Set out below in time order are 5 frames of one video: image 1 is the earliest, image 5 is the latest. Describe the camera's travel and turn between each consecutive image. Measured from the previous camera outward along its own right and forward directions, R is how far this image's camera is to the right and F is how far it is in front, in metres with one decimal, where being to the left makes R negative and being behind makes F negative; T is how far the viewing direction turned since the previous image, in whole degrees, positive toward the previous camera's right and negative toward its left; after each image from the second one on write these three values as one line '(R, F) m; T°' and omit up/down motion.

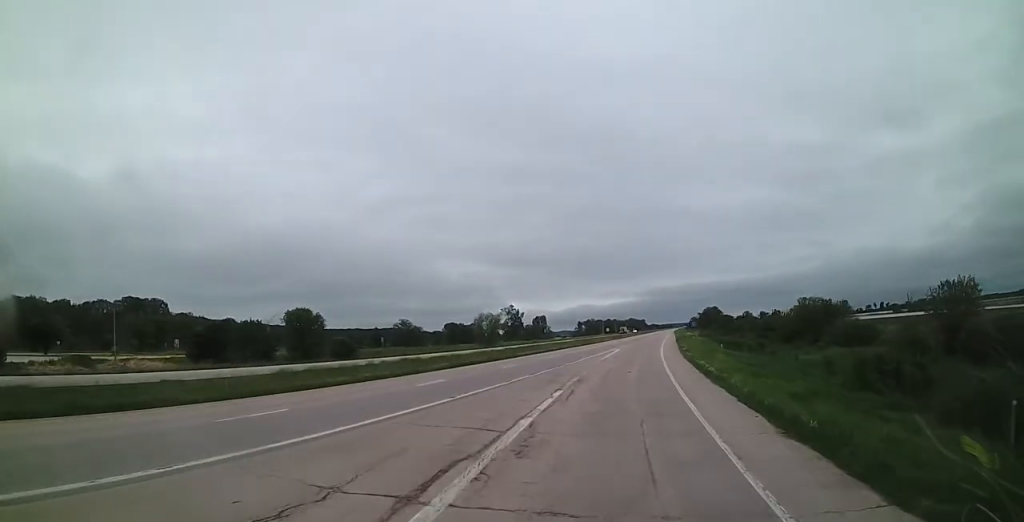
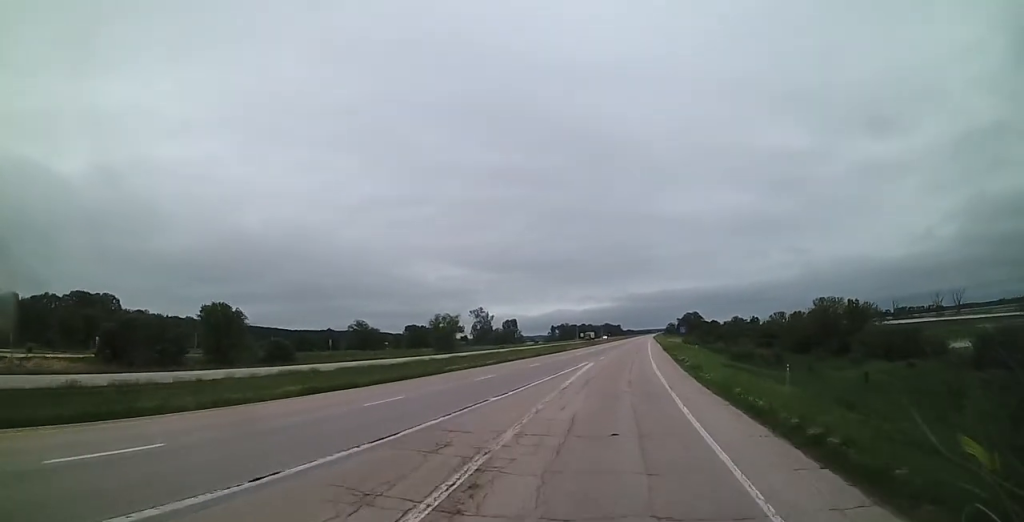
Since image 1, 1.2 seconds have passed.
(+0.4, +18.5) m; +2°
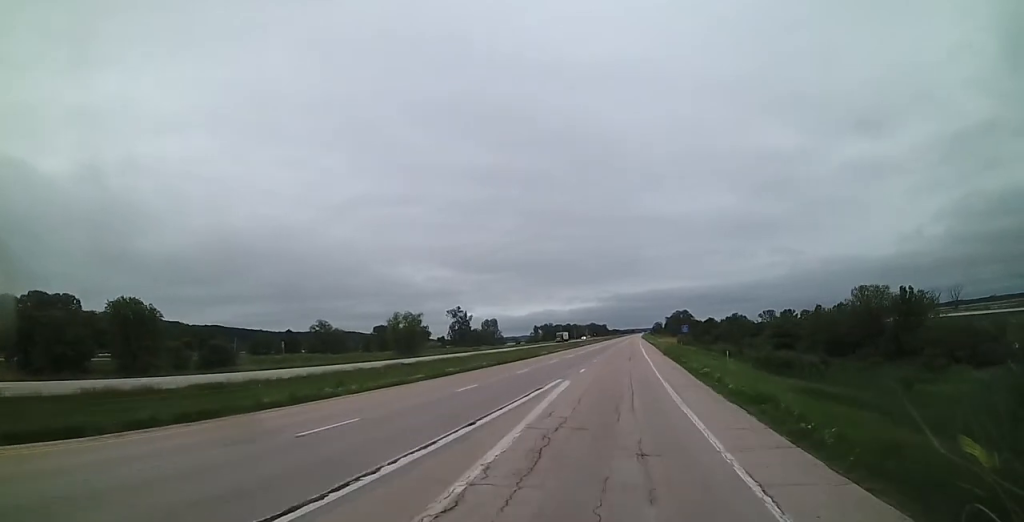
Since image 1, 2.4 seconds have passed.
(+0.2, +17.7) m; +2°
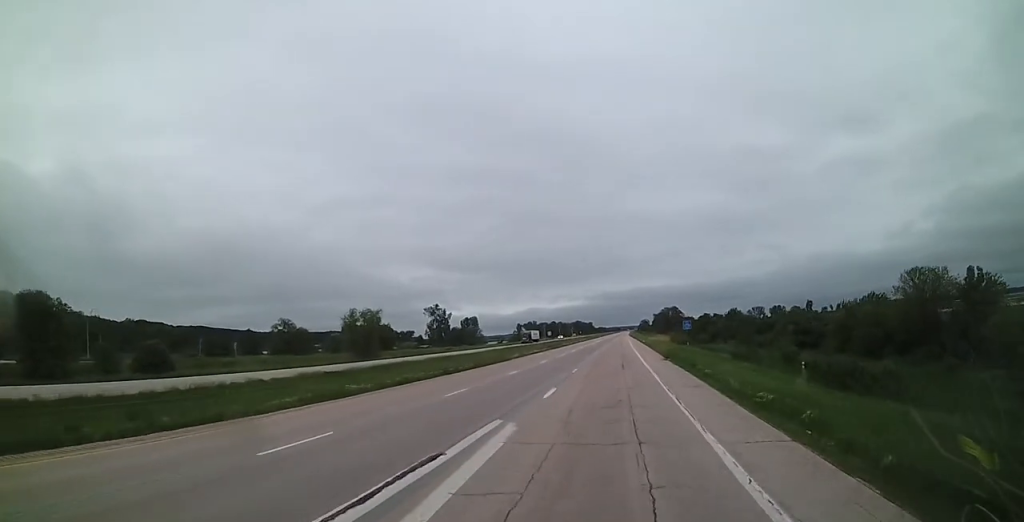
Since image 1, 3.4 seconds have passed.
(+0.3, +14.7) m; +1°
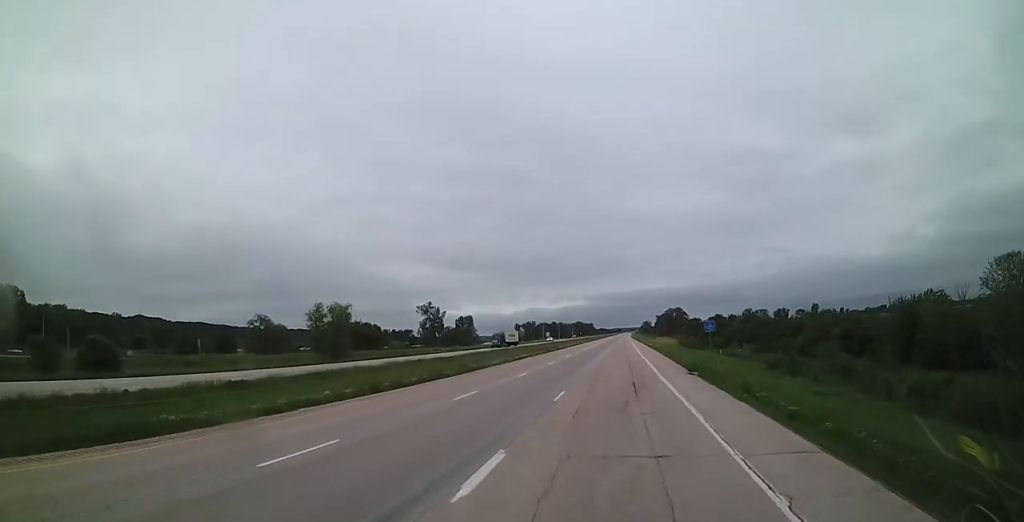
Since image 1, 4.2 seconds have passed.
(-0.1, +13.2) m; 0°
